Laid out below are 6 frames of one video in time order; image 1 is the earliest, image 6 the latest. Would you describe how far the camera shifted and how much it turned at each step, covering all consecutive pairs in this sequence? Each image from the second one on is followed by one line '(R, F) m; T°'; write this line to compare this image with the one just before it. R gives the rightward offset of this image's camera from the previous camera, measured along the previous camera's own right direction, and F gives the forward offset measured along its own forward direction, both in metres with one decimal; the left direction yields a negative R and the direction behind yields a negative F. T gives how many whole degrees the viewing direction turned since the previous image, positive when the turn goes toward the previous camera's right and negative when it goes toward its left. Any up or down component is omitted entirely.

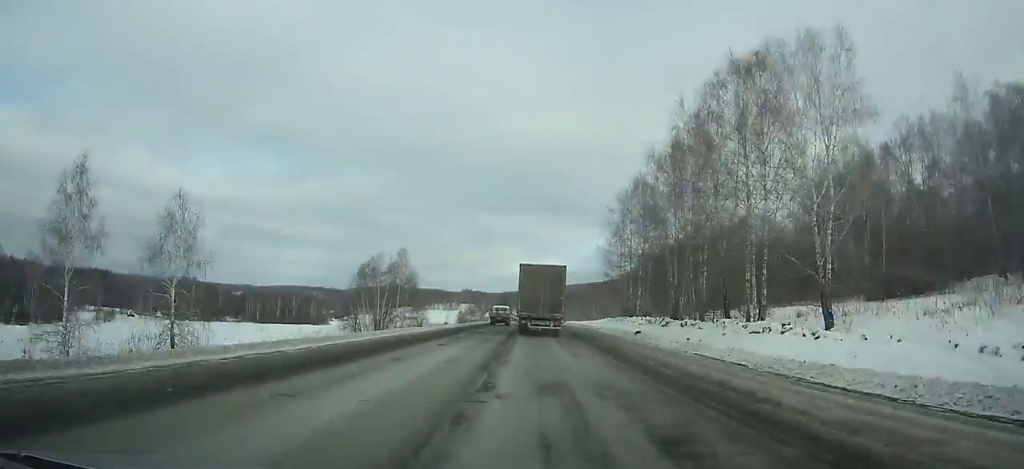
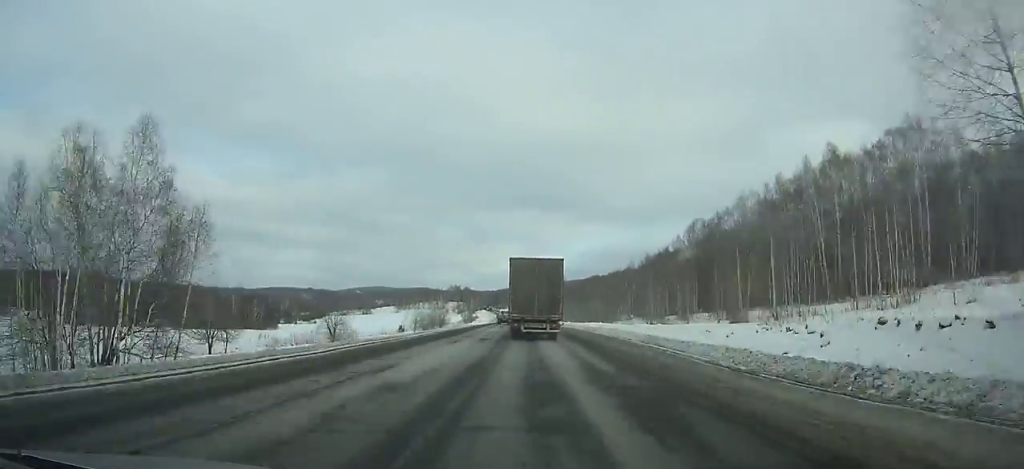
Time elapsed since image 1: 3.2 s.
(0.0, +66.0) m; 0°
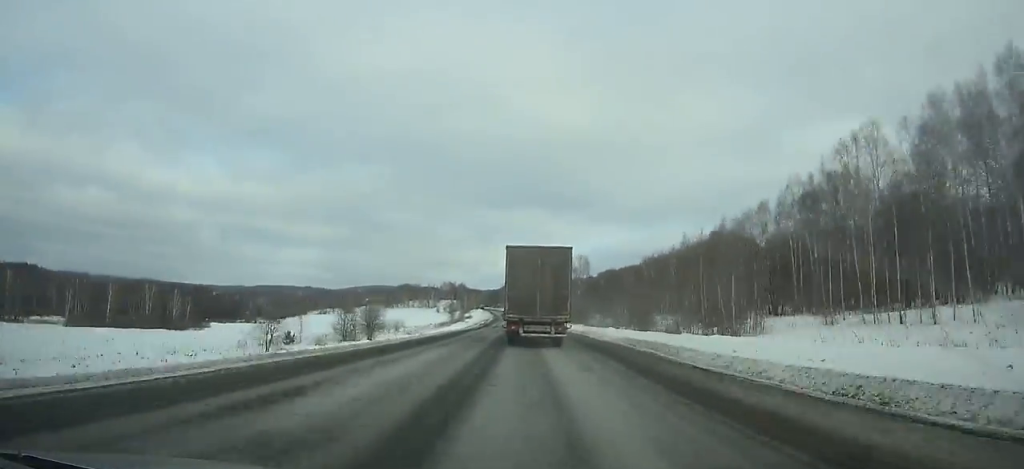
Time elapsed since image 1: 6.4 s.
(-0.1, +68.4) m; 0°
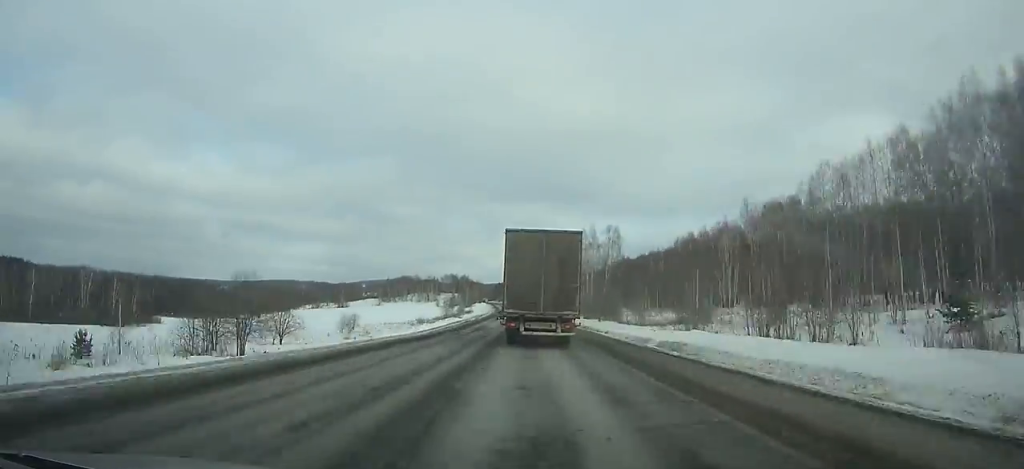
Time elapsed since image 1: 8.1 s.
(0.0, +38.3) m; -1°
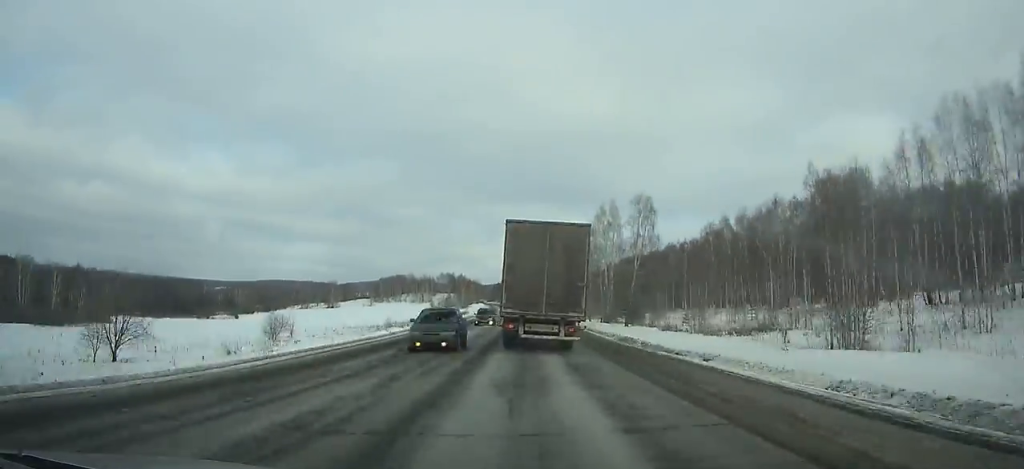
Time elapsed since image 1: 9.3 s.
(+0.4, +27.0) m; -1°
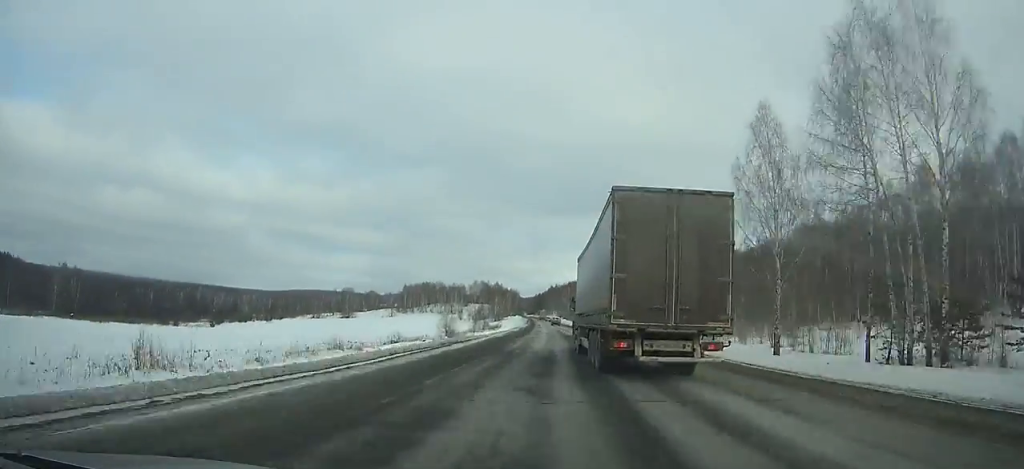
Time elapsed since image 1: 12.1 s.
(-1.5, +67.9) m; -1°
